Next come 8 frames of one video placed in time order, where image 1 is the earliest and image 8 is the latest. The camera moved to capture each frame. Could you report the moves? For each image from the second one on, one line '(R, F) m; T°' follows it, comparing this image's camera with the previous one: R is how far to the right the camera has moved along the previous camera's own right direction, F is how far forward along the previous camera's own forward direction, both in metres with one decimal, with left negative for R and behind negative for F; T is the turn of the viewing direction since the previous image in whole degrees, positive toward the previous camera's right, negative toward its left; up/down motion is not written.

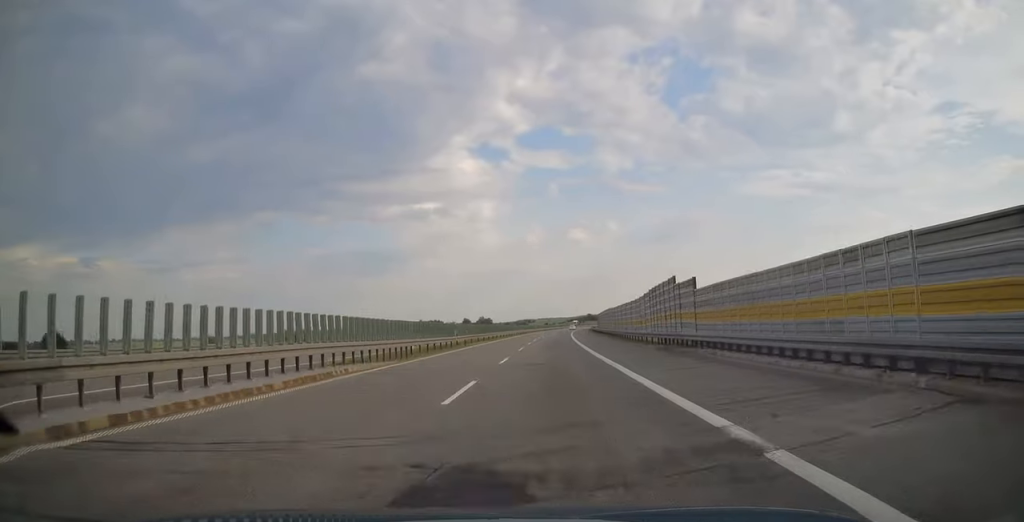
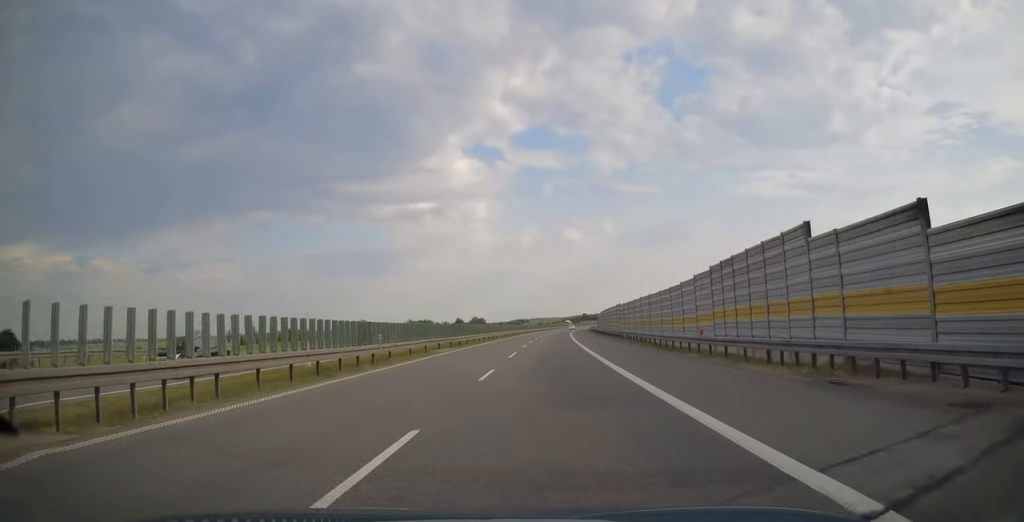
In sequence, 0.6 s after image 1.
(+0.1, +18.5) m; +1°
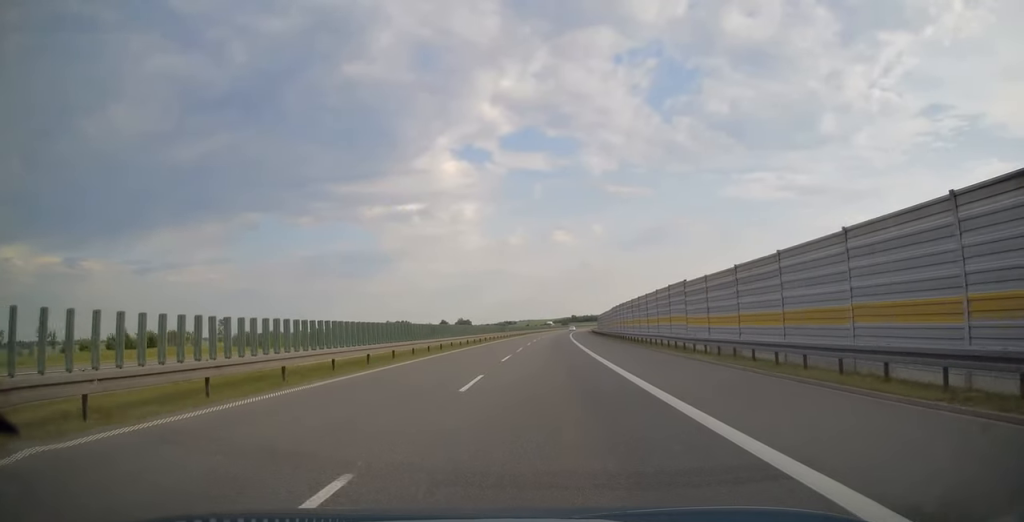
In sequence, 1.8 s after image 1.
(+0.3, +38.6) m; +1°
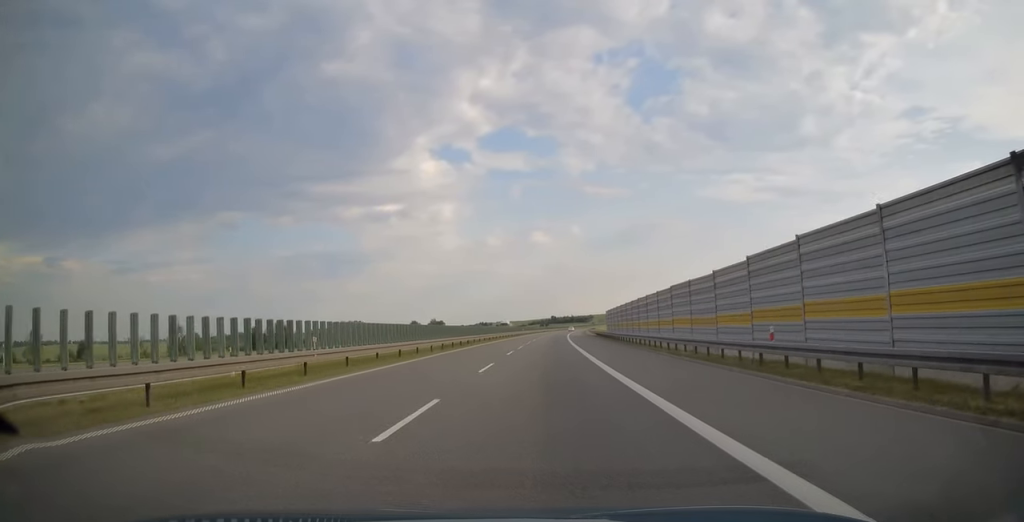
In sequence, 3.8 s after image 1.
(+1.2, +65.5) m; +2°
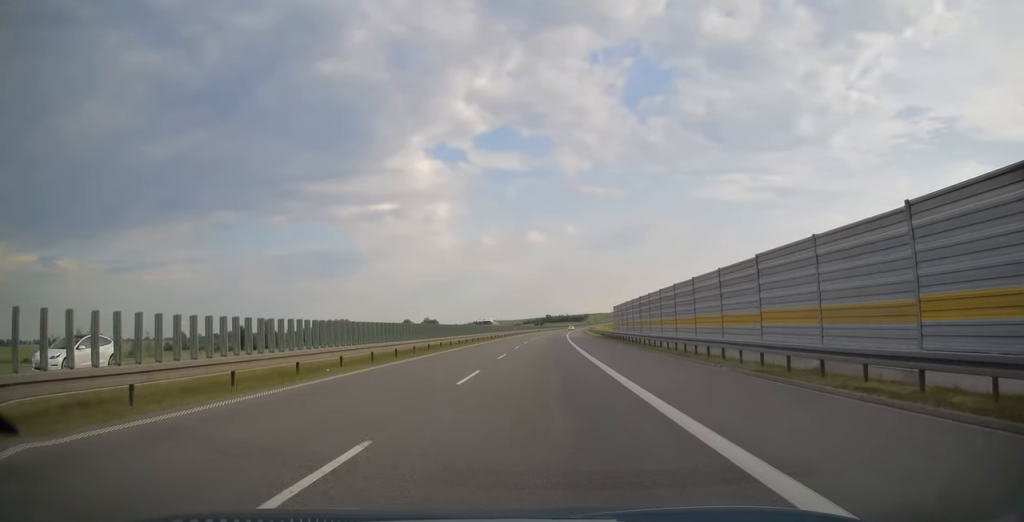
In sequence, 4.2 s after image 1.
(0.0, +16.4) m; 0°
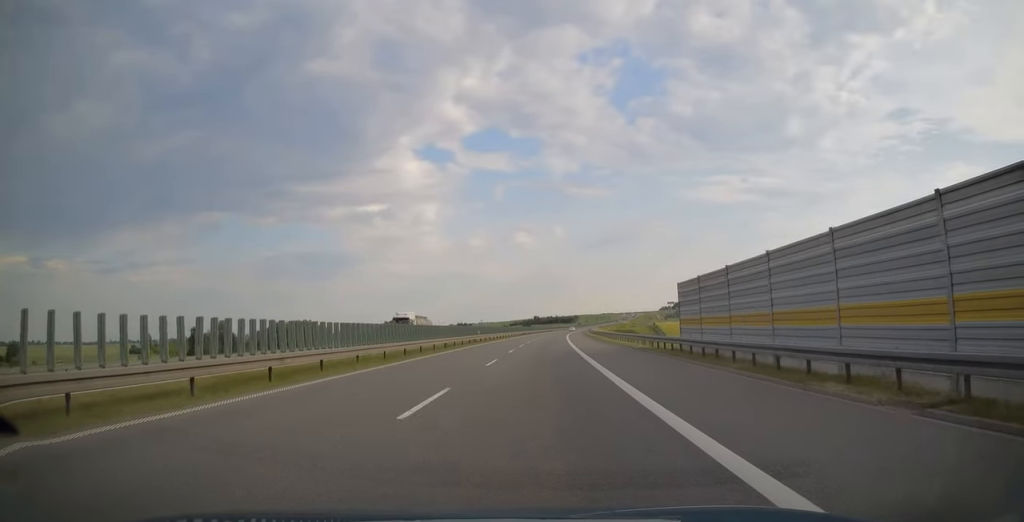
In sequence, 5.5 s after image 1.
(+0.6, +41.5) m; +1°
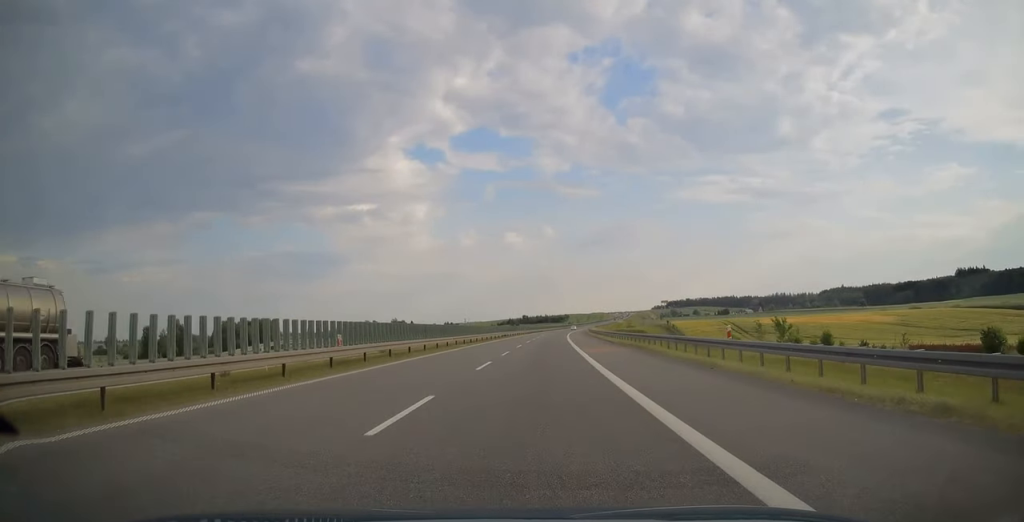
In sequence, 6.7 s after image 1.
(+0.4, +38.7) m; +1°
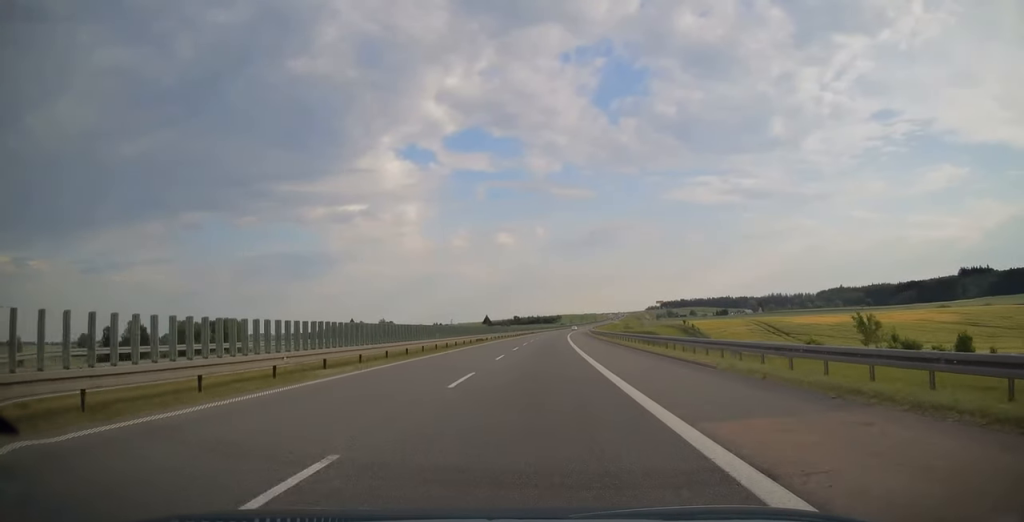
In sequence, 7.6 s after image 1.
(+0.2, +28.3) m; +1°
